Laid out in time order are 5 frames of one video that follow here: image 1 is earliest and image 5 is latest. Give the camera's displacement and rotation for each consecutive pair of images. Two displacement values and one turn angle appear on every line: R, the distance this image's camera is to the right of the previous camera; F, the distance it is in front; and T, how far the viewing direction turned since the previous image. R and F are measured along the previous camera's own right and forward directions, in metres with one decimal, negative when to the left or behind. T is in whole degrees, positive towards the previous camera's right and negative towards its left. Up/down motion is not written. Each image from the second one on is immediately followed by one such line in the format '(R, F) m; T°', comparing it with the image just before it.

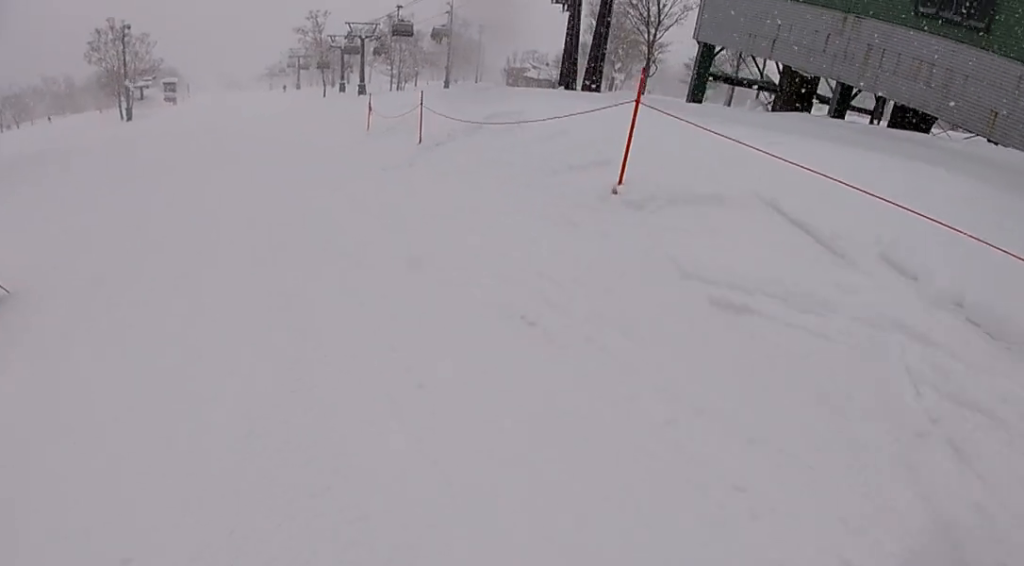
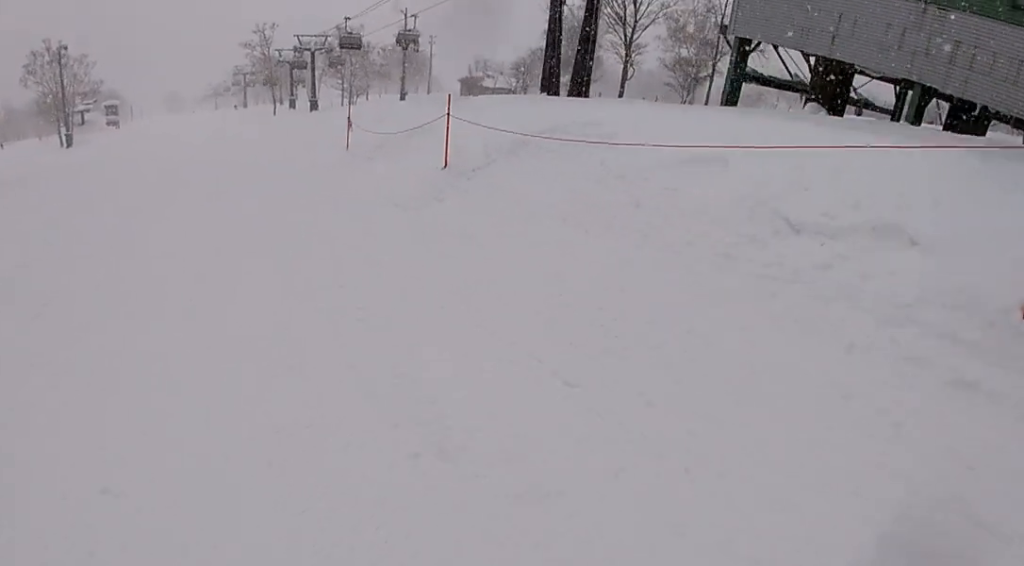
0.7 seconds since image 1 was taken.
(+0.3, +3.6) m; 0°
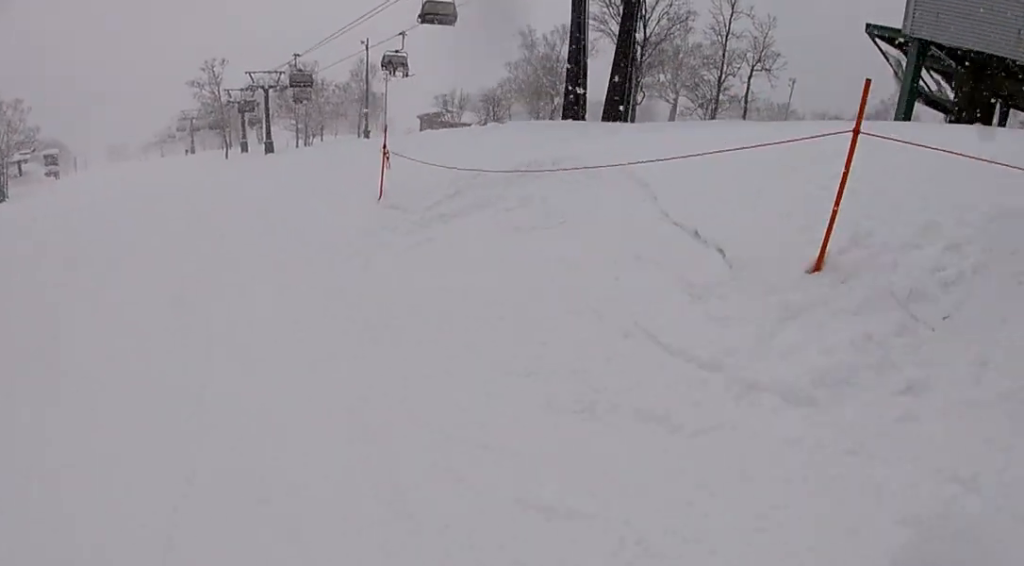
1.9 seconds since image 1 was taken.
(-0.3, +6.1) m; +2°
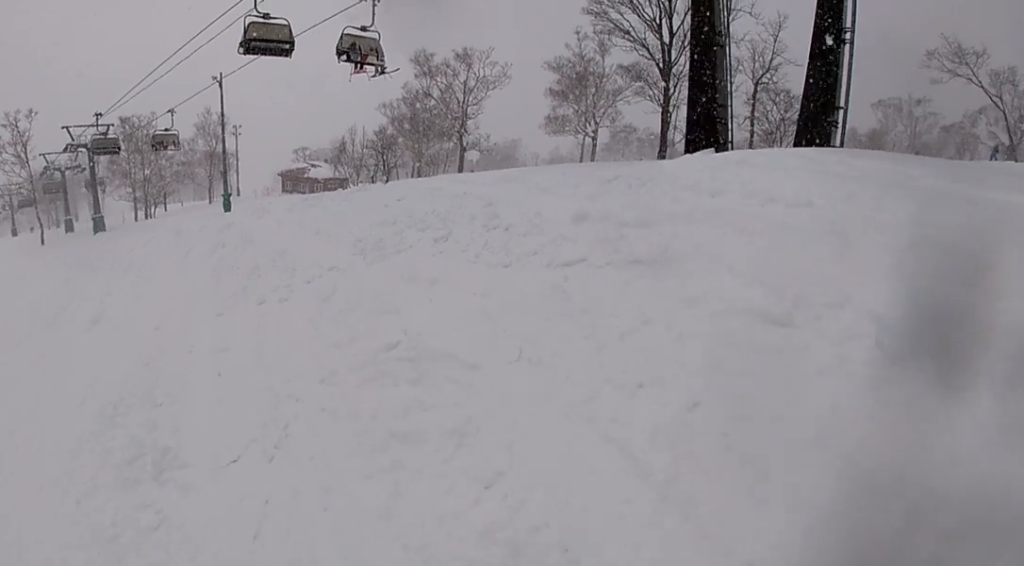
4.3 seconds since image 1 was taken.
(+3.9, +14.1) m; +23°
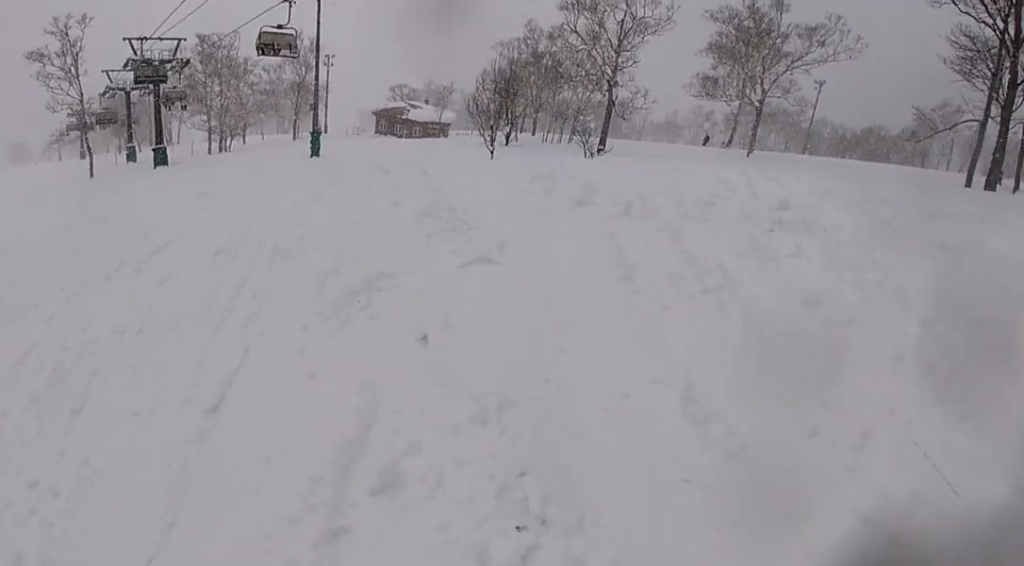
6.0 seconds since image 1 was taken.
(-1.3, +10.1) m; -15°
